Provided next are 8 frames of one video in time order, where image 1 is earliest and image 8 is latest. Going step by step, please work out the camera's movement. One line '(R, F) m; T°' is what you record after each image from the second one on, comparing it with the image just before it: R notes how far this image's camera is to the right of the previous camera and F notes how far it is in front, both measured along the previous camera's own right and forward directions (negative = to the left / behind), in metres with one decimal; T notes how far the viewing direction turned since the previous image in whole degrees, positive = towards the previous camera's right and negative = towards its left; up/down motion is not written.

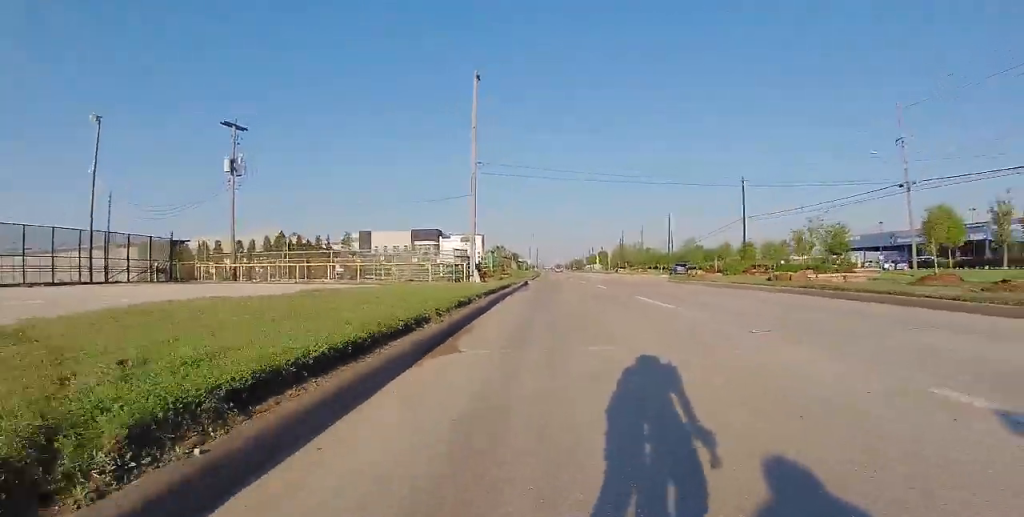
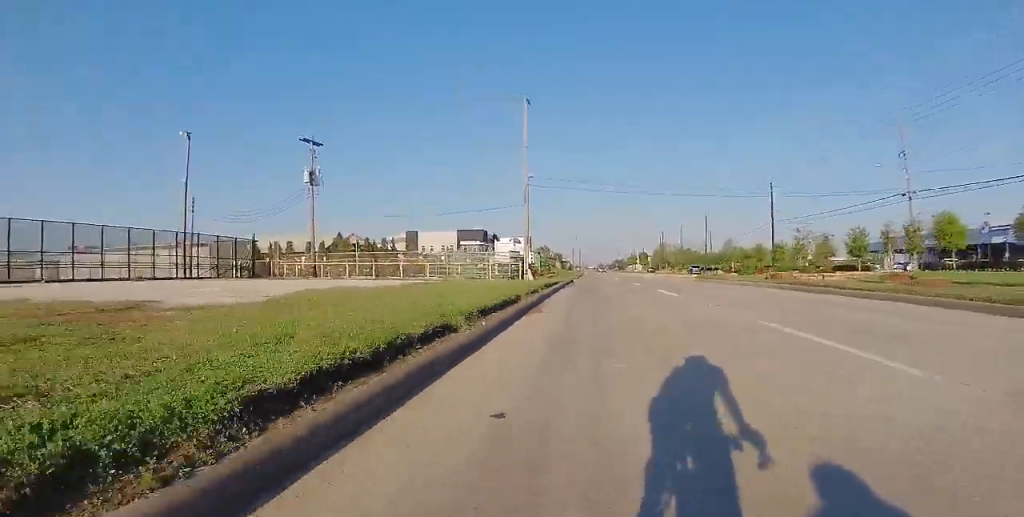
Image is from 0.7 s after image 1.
(+0.1, +5.0) m; +1°
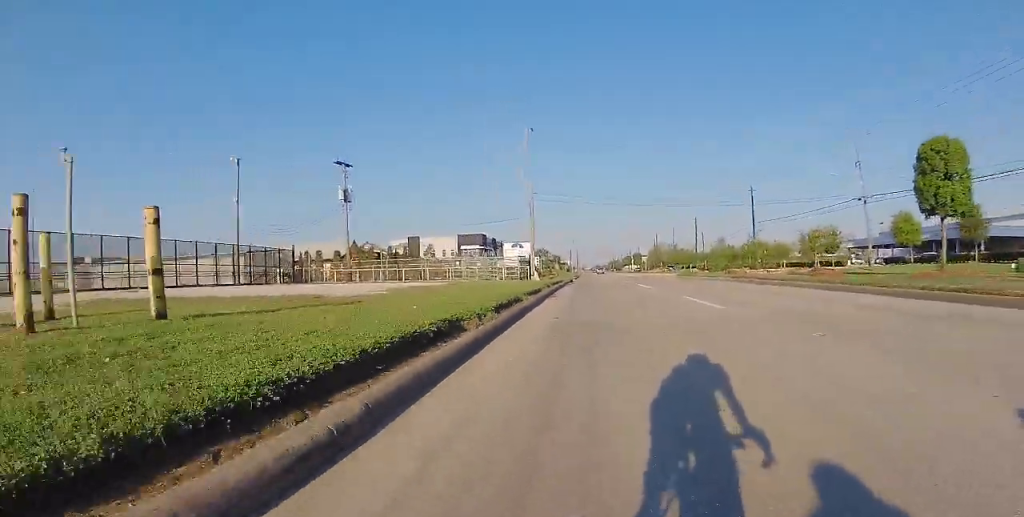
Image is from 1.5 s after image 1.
(0.0, +6.6) m; 0°
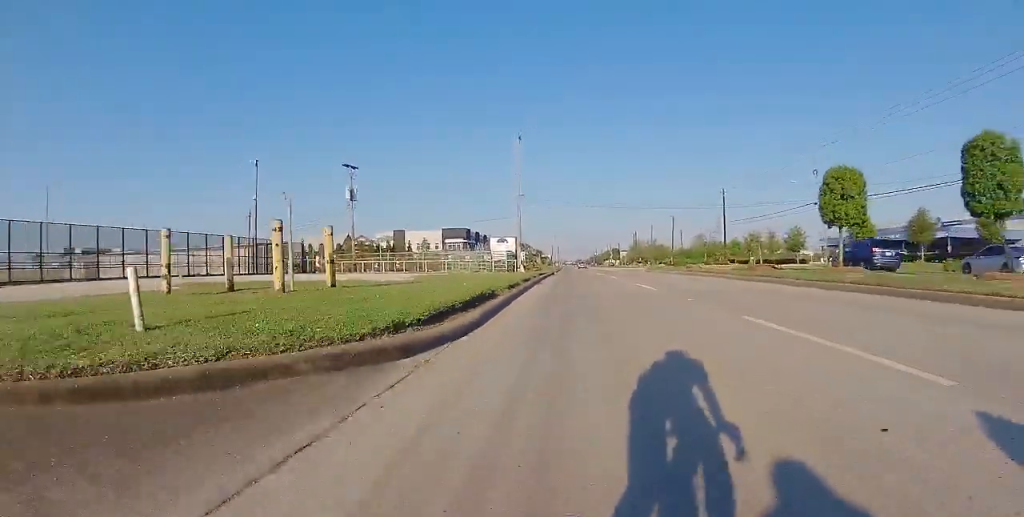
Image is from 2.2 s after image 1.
(0.0, +5.3) m; 0°
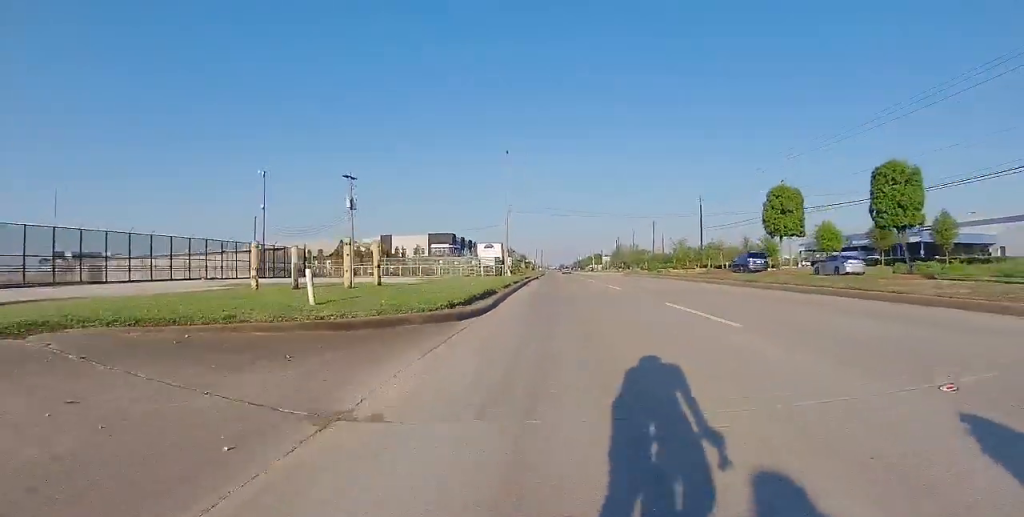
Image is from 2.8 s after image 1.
(0.0, +4.1) m; 0°
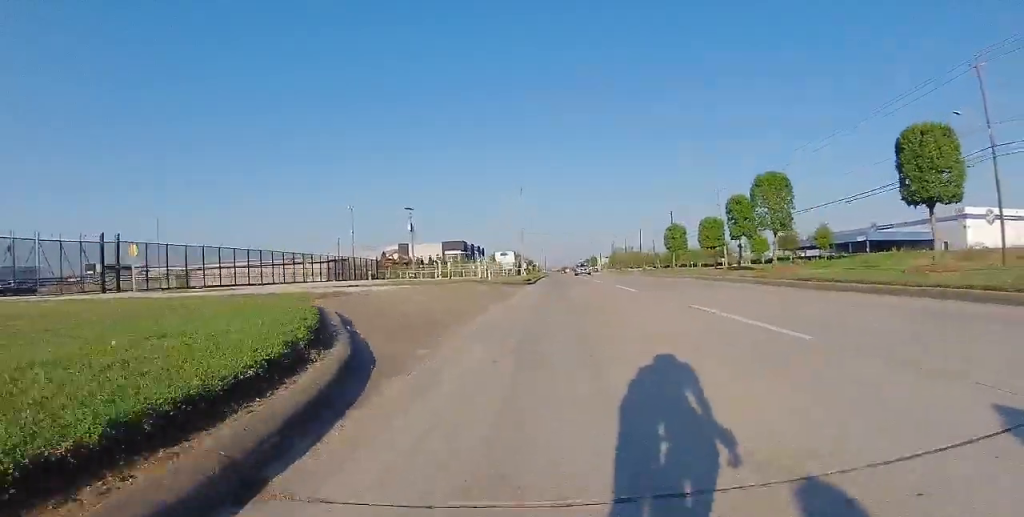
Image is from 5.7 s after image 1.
(0.0, +22.3) m; -2°
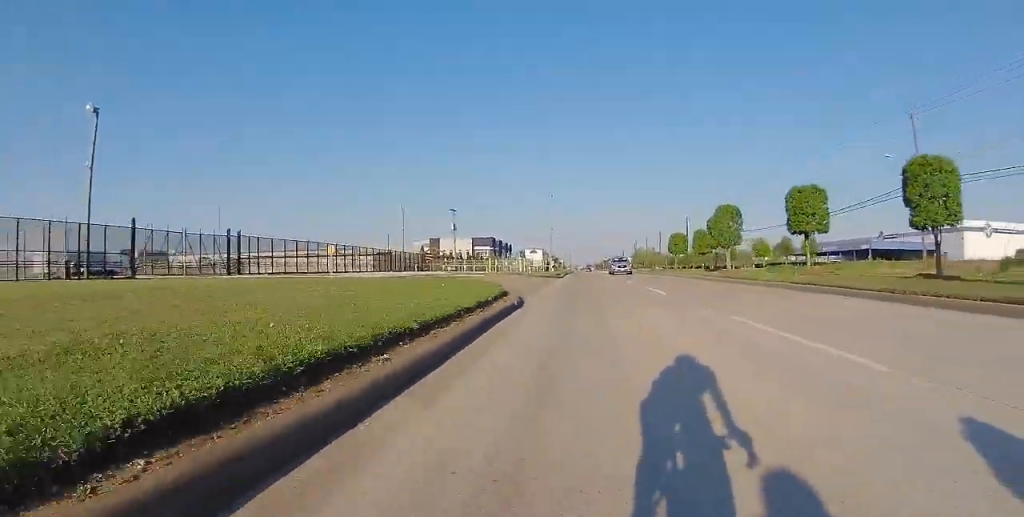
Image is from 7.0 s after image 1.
(-0.5, +10.4) m; -2°
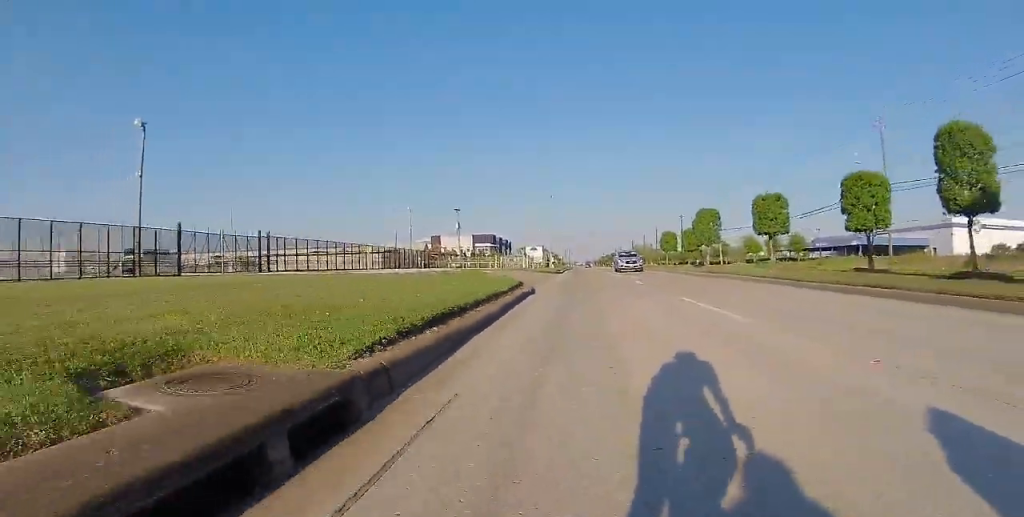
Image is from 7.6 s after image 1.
(+0.1, +4.4) m; +1°
